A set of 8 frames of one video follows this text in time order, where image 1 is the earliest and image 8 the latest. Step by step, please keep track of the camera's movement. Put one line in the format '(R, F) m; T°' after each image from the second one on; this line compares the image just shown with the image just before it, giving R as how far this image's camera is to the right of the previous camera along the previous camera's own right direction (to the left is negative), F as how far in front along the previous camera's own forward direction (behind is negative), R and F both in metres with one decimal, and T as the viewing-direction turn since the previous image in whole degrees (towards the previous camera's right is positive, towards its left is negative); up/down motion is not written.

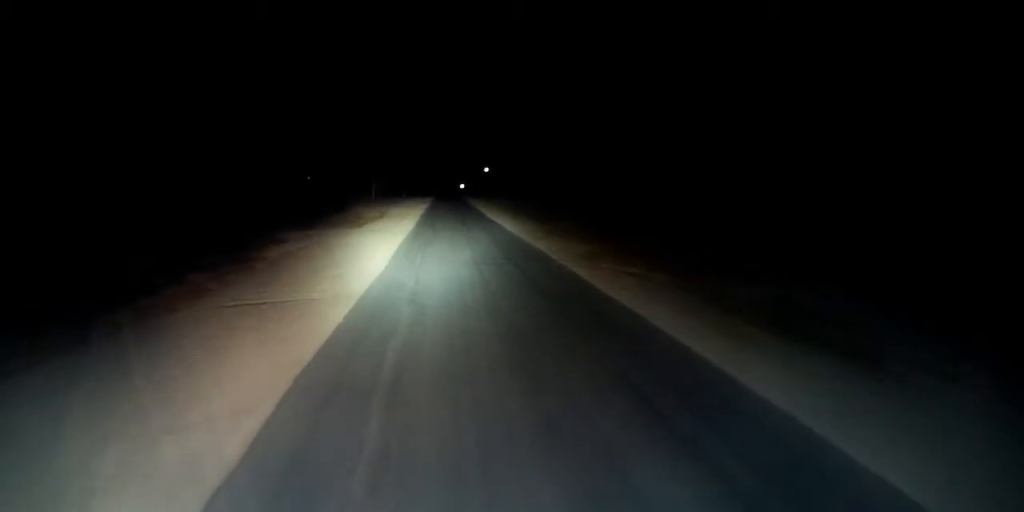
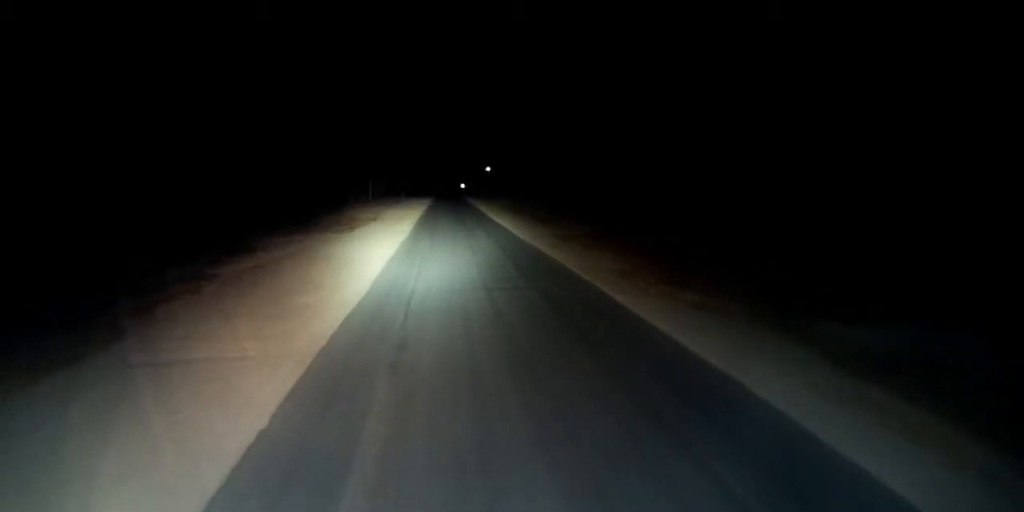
(0.0, +7.3) m; 0°
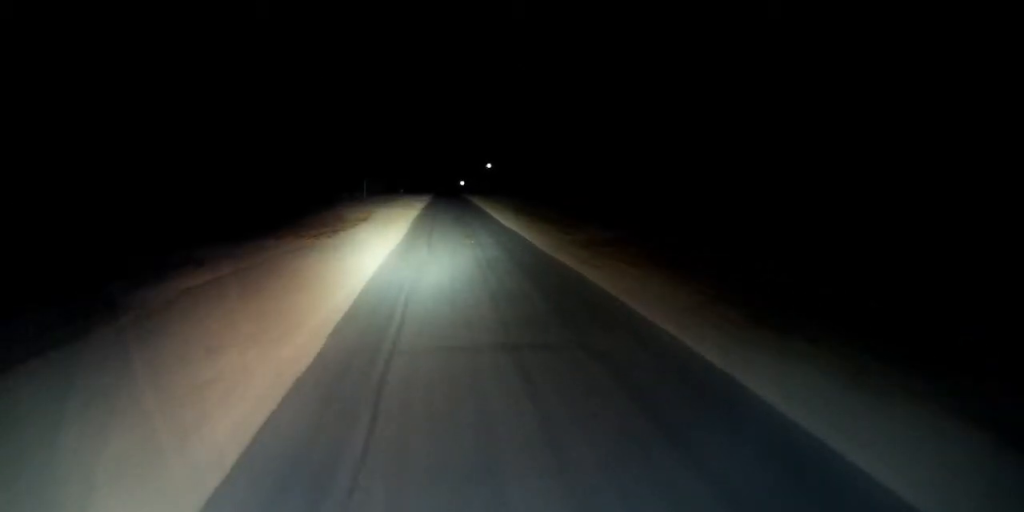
(0.0, +8.3) m; 0°
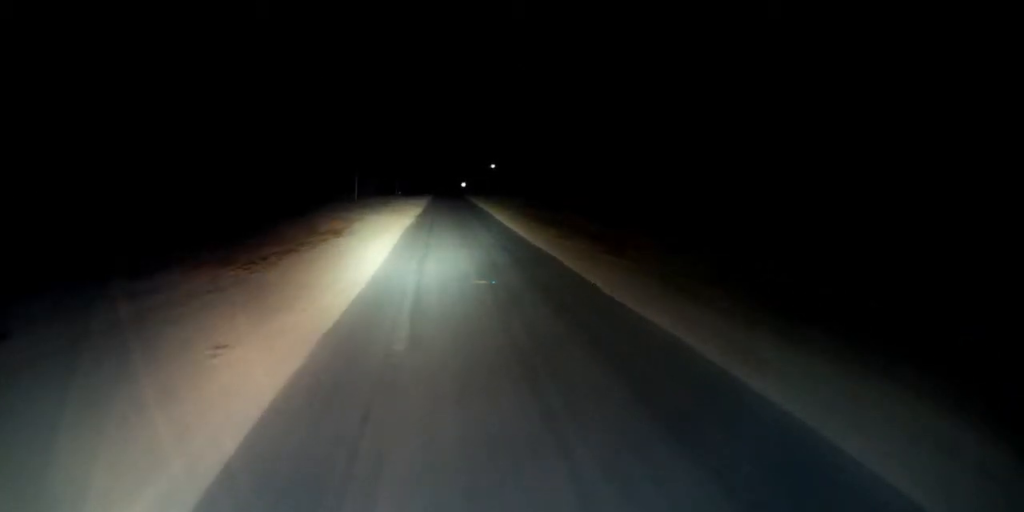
(-0.1, +15.7) m; 0°
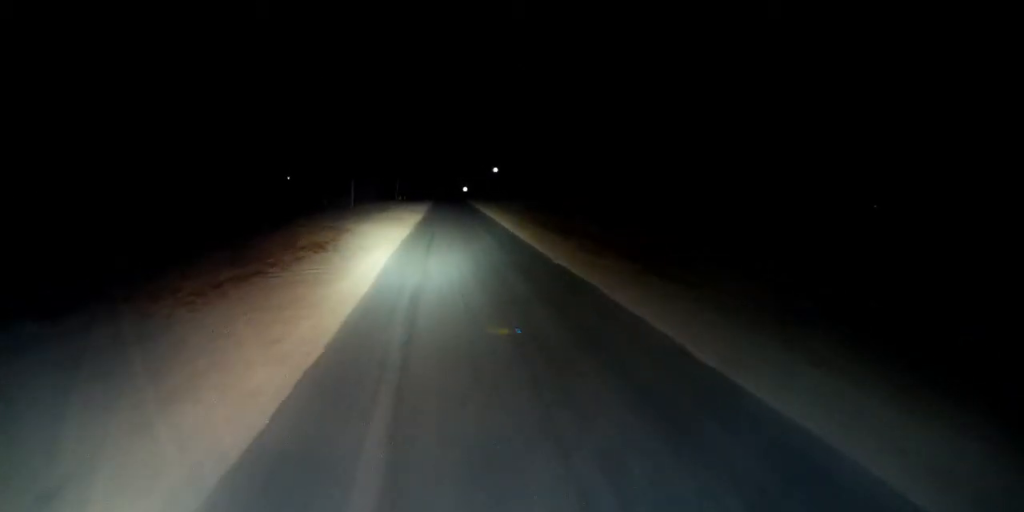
(+0.1, +6.9) m; 0°
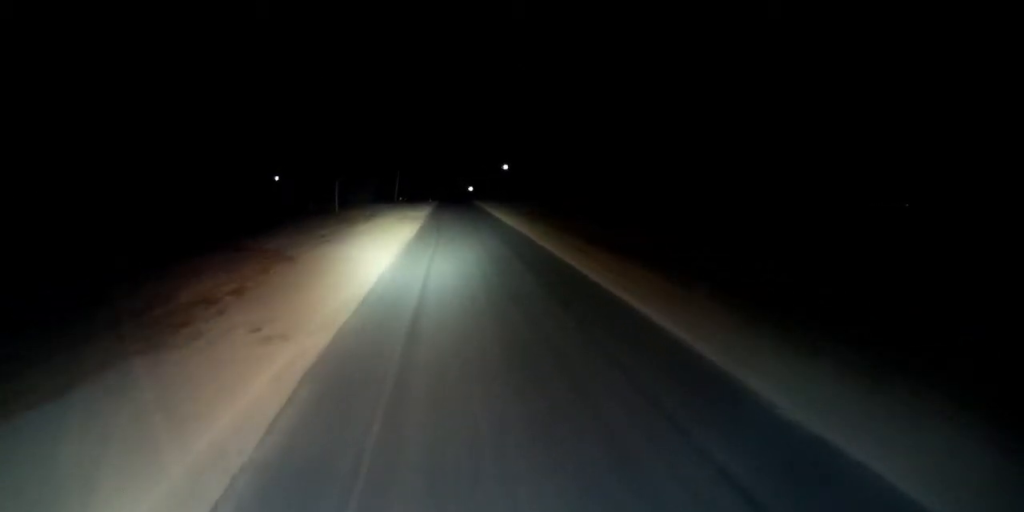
(+0.1, +21.5) m; 0°
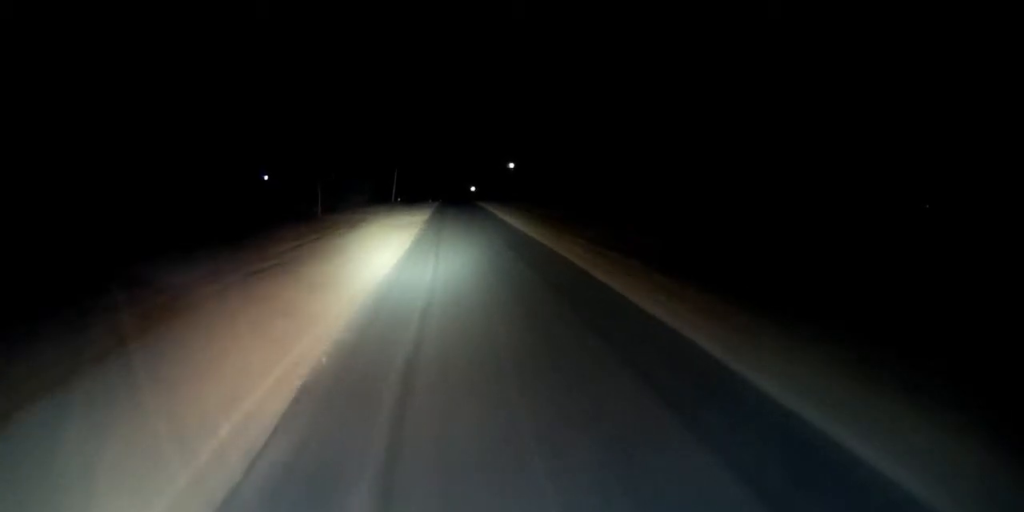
(-0.1, +14.0) m; 0°
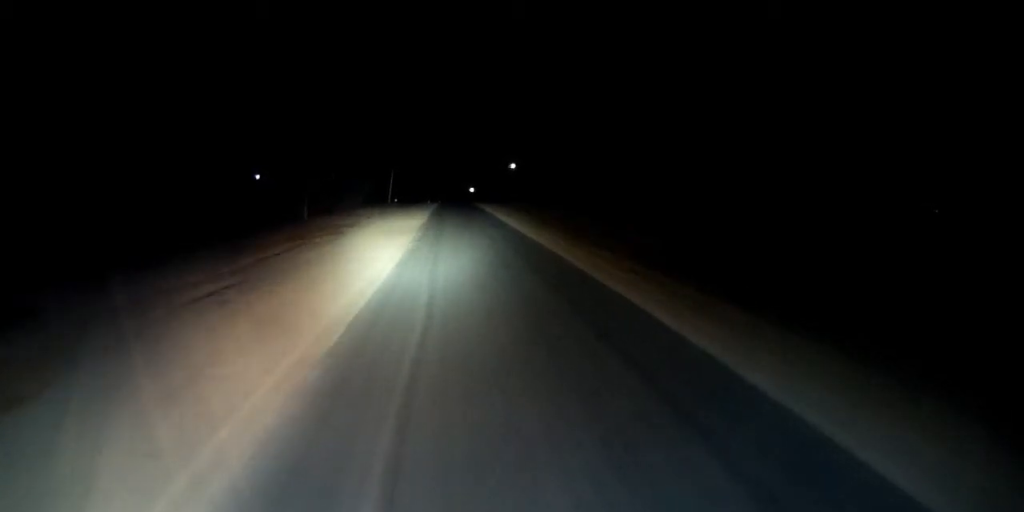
(0.0, +7.4) m; 0°
